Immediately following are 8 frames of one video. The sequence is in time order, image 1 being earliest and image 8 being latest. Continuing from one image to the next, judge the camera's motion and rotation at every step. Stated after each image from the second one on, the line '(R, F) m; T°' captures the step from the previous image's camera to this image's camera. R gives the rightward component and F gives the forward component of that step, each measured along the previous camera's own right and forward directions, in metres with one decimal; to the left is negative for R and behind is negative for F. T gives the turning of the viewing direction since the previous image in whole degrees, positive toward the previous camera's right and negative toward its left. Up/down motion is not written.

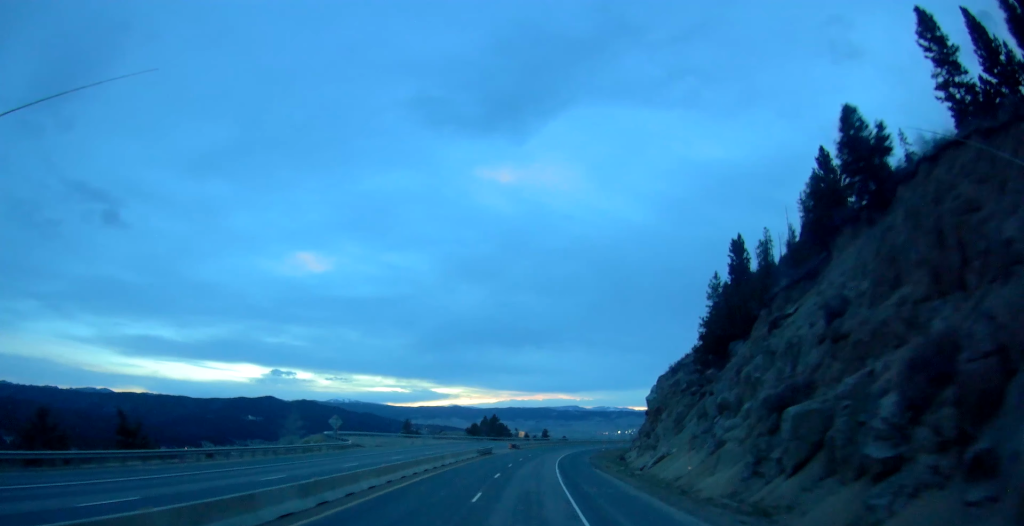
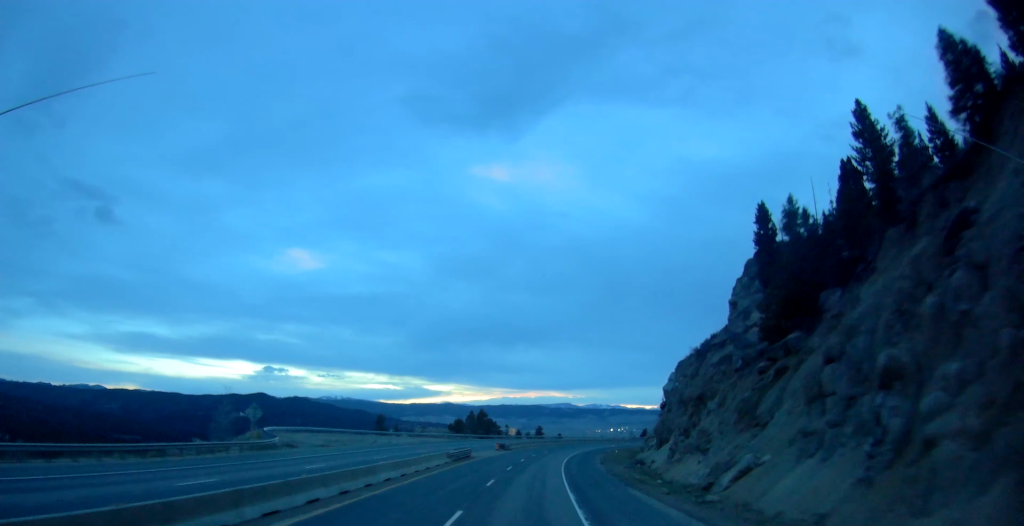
(0.0, +19.7) m; 0°
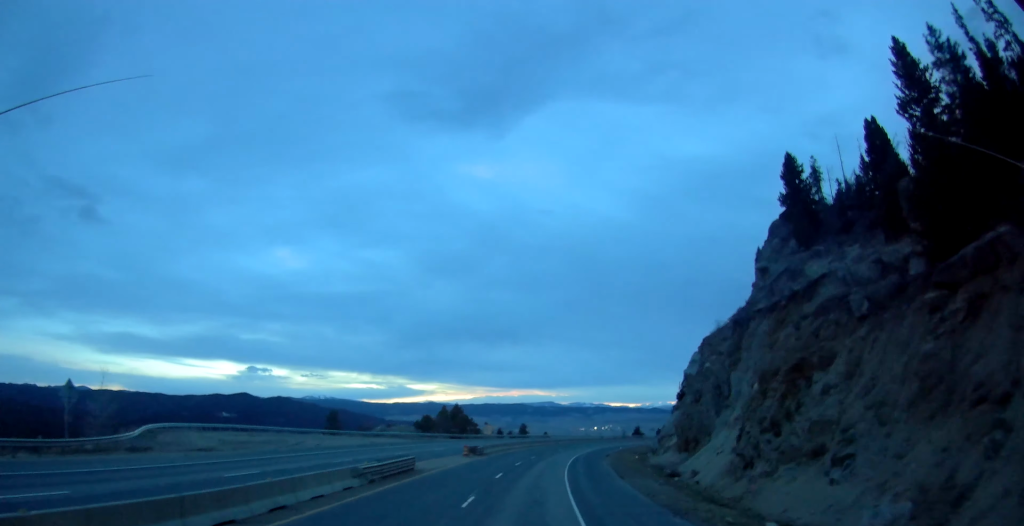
(-0.1, +21.0) m; +1°
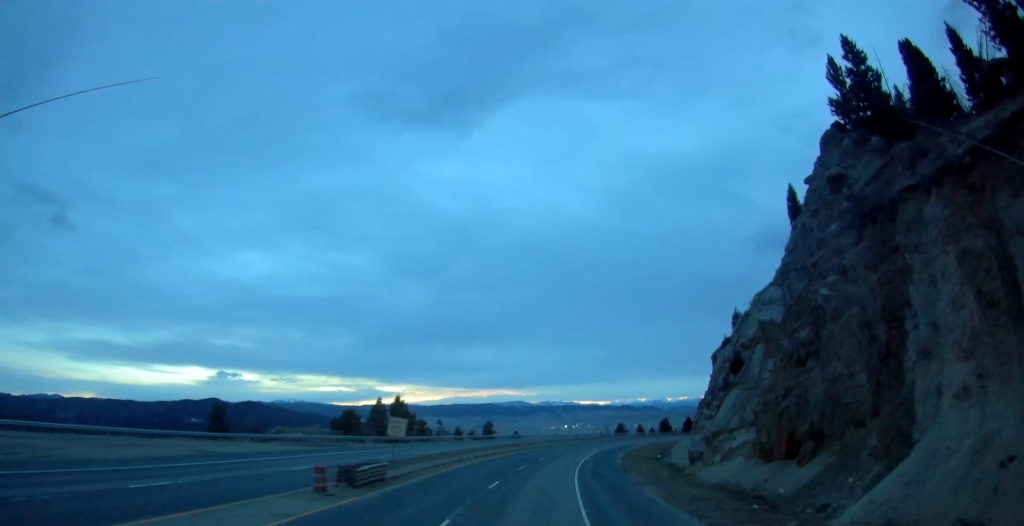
(+0.6, +30.9) m; +3°
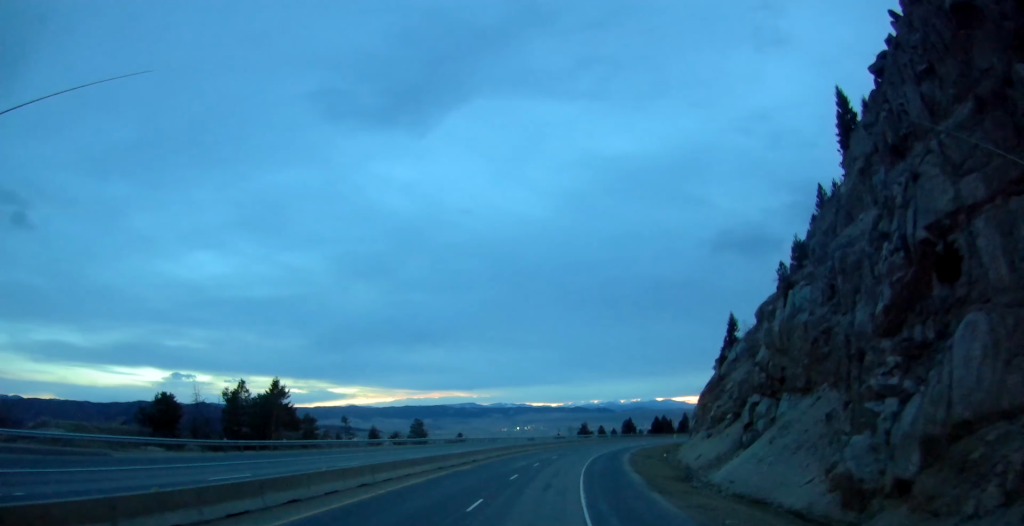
(+1.0, +31.4) m; +4°
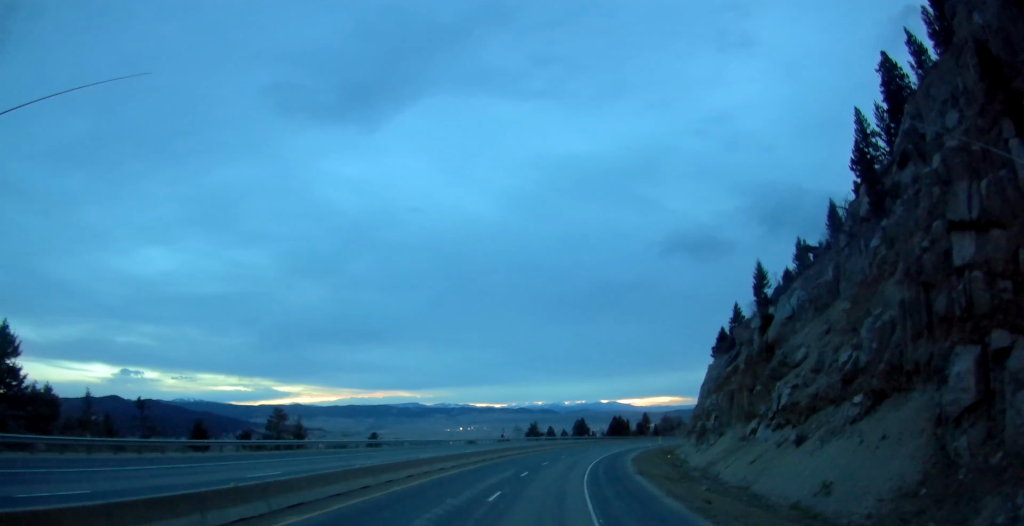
(+1.5, +33.6) m; +6°
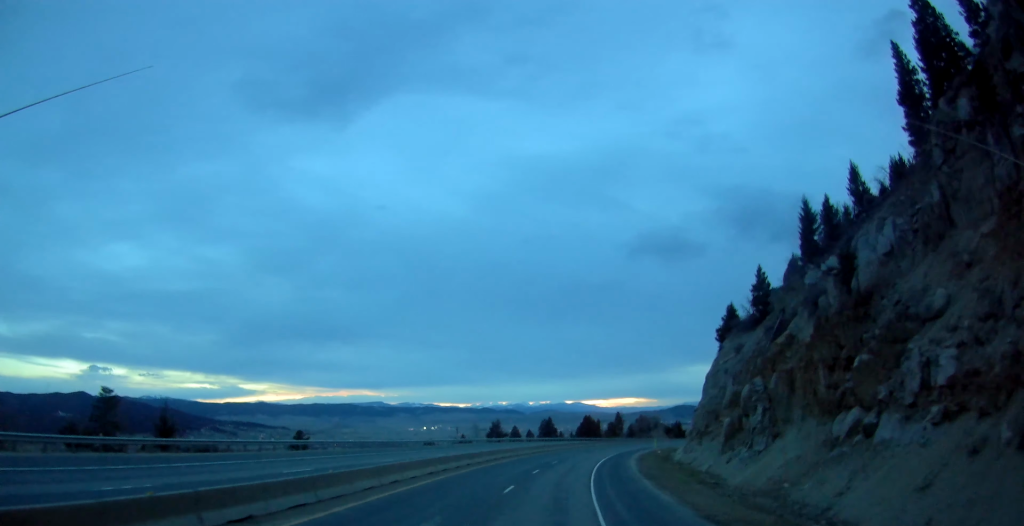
(+0.8, +21.0) m; +4°
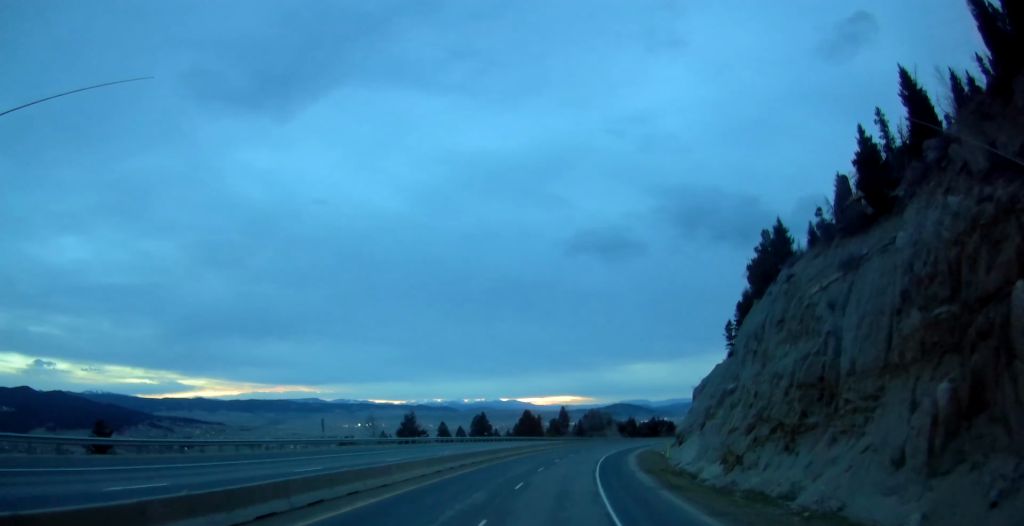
(+1.7, +34.9) m; +5°
